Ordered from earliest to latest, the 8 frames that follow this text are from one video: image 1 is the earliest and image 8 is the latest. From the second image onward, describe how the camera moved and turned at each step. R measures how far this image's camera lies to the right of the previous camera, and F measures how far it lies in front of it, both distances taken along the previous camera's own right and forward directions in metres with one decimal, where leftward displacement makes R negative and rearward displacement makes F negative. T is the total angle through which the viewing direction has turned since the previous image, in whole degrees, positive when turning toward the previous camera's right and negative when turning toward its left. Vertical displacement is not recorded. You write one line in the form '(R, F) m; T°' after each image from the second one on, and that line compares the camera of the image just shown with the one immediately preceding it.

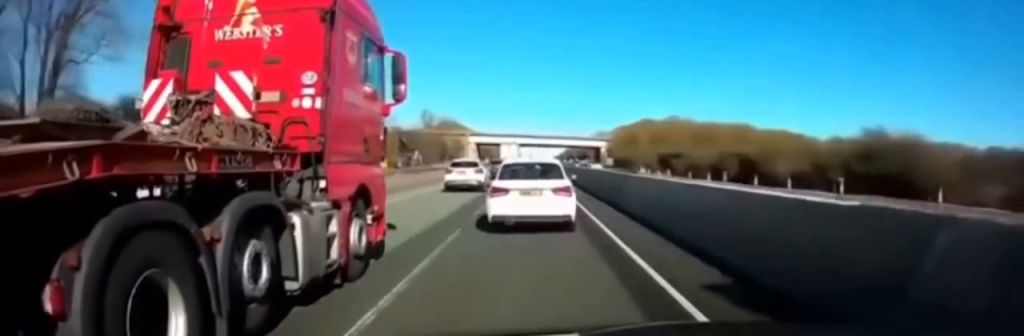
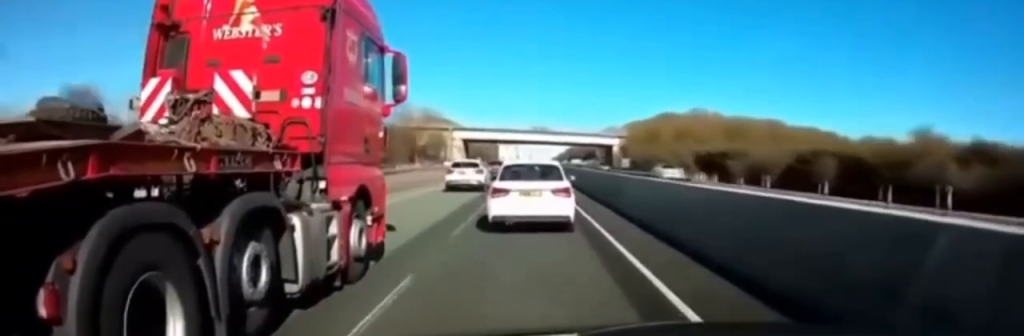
(-0.1, +24.5) m; 0°
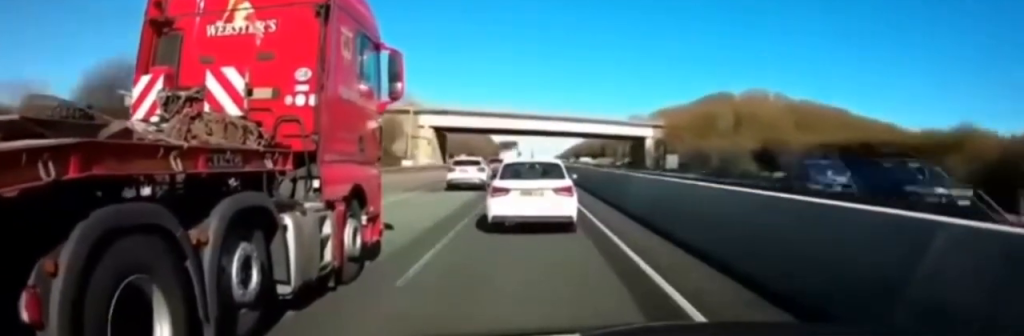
(+0.4, +34.9) m; +1°
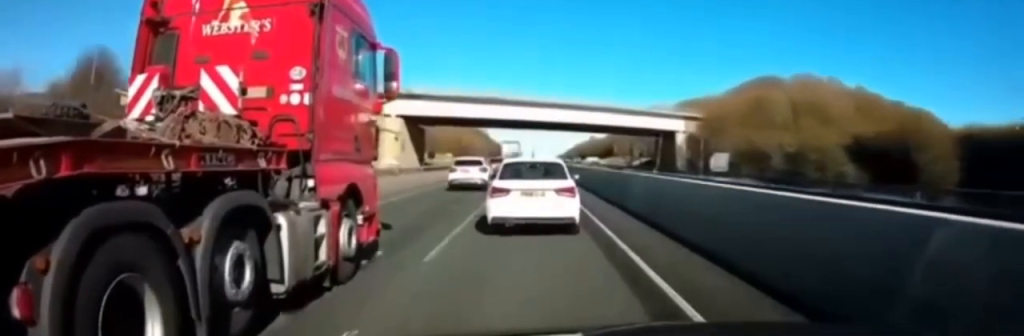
(-0.1, +17.8) m; -1°
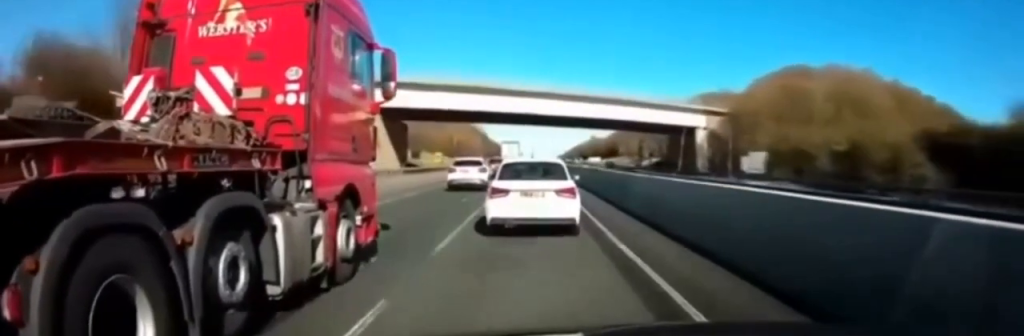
(-0.1, +9.3) m; 0°
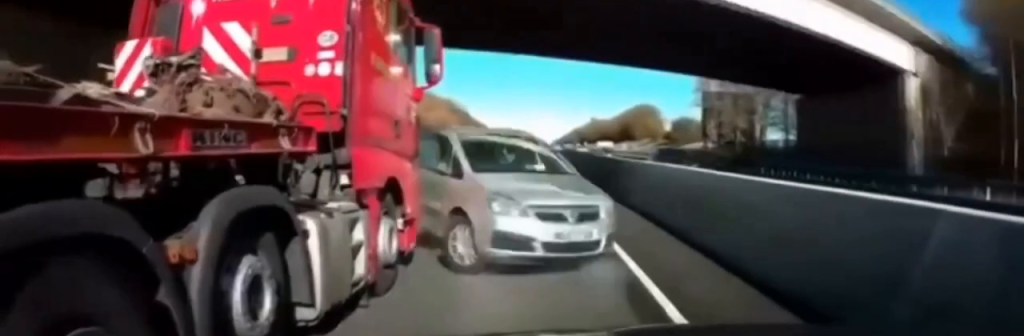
(+0.2, +40.0) m; +1°
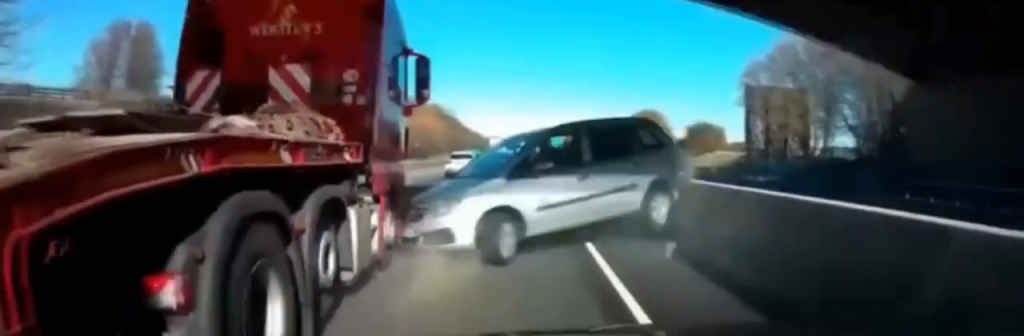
(0.0, +18.5) m; -1°
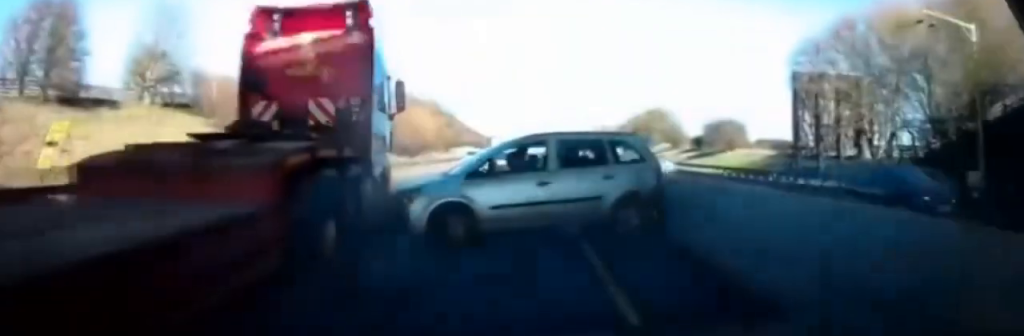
(-0.2, +15.9) m; -2°
